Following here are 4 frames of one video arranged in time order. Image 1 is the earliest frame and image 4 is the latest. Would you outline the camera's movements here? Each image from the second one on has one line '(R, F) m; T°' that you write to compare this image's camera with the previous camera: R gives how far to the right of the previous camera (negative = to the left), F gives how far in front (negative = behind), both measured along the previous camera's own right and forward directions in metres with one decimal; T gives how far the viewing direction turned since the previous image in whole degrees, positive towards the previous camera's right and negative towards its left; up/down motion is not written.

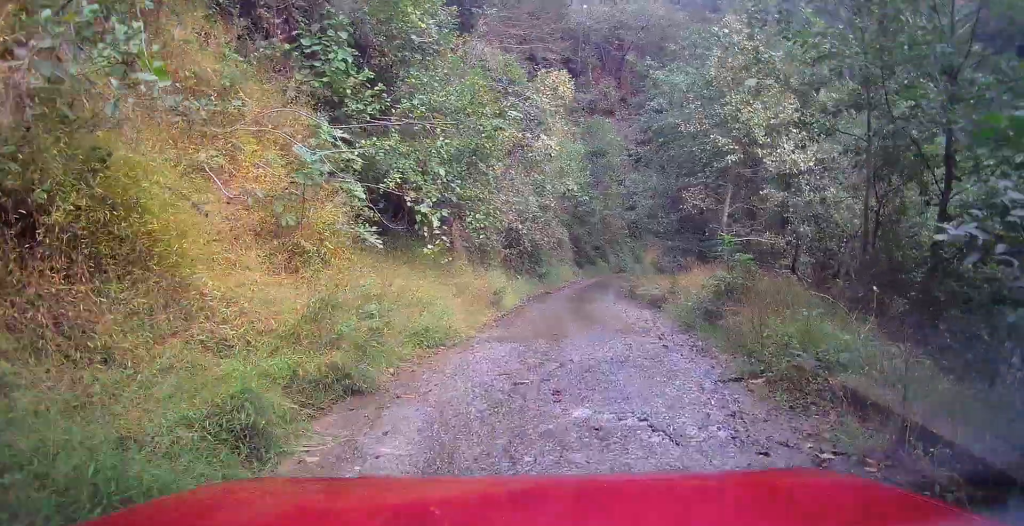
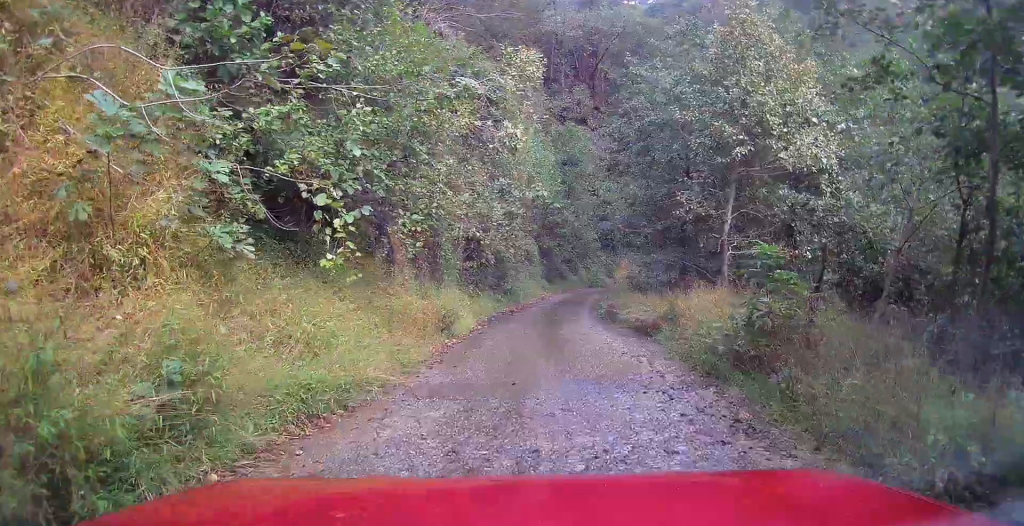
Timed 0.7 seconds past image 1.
(-0.1, +3.3) m; 0°
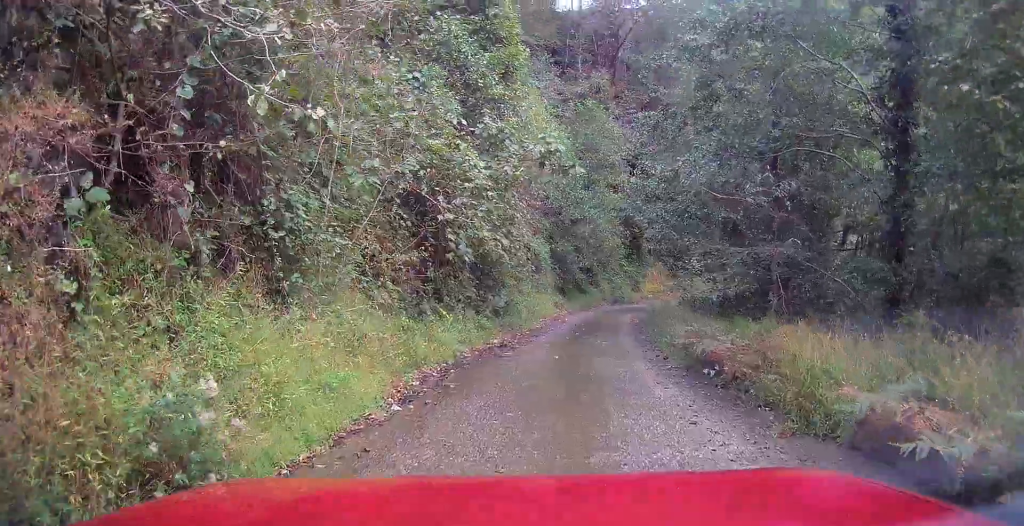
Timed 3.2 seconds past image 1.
(-1.0, +11.2) m; -11°
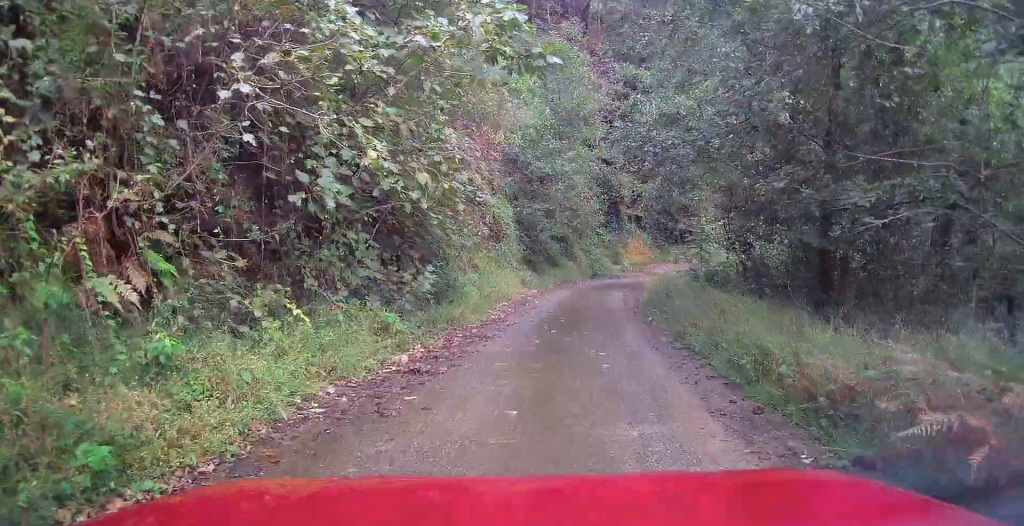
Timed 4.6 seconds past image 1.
(+0.8, +6.4) m; +19°
